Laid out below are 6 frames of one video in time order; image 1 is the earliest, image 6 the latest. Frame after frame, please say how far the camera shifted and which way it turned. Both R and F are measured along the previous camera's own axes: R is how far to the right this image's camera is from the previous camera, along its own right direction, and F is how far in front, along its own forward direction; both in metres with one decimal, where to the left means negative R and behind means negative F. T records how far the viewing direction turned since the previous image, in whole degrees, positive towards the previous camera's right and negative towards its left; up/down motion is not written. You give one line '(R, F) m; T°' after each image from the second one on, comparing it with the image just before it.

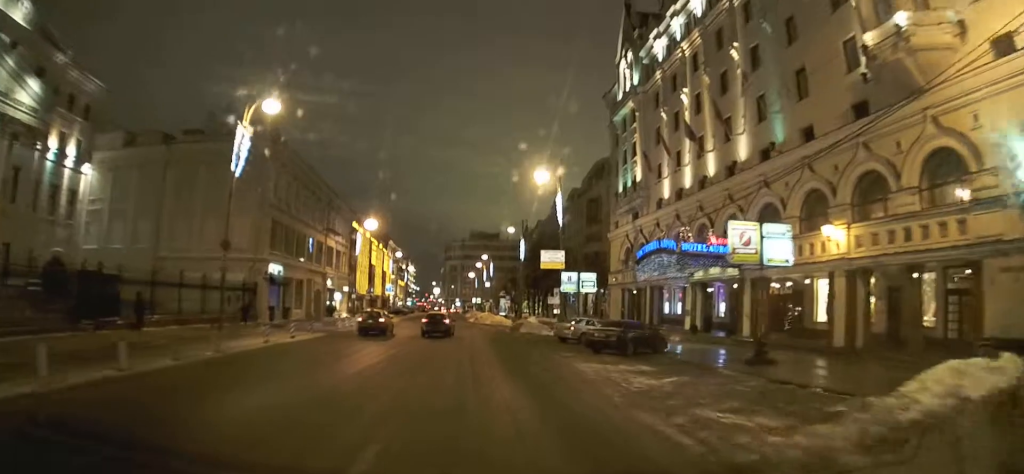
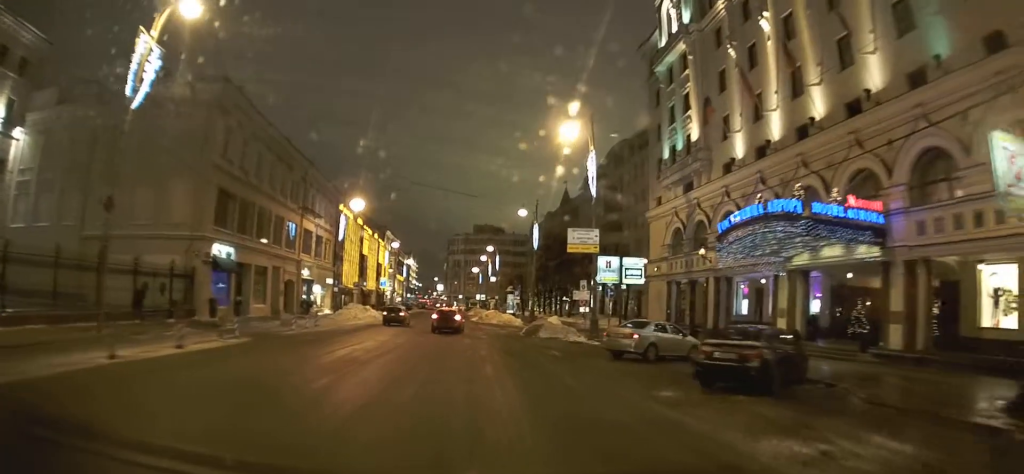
(0.0, +7.9) m; +1°
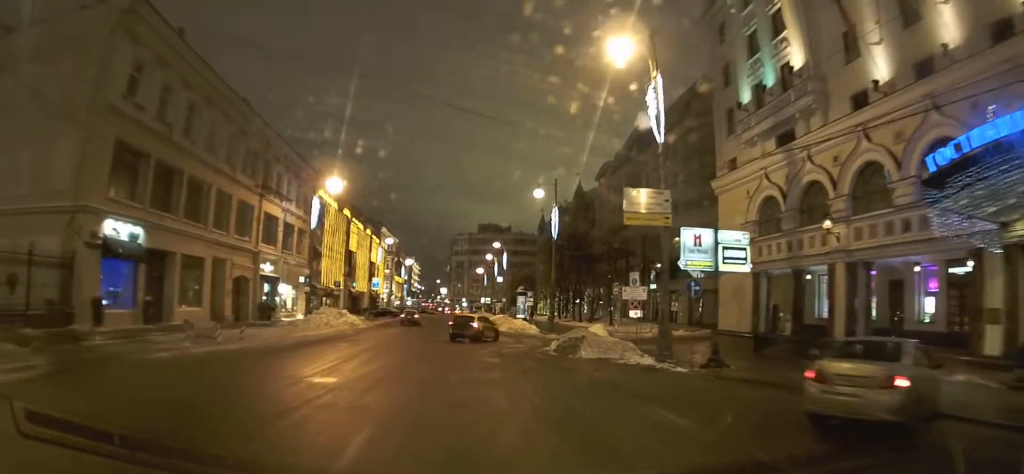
(0.0, +8.7) m; 0°
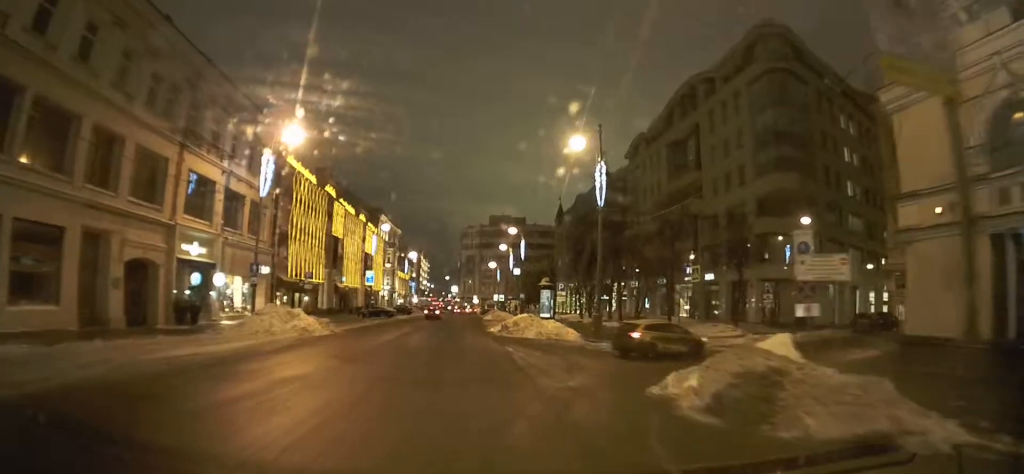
(-0.1, +8.9) m; -1°
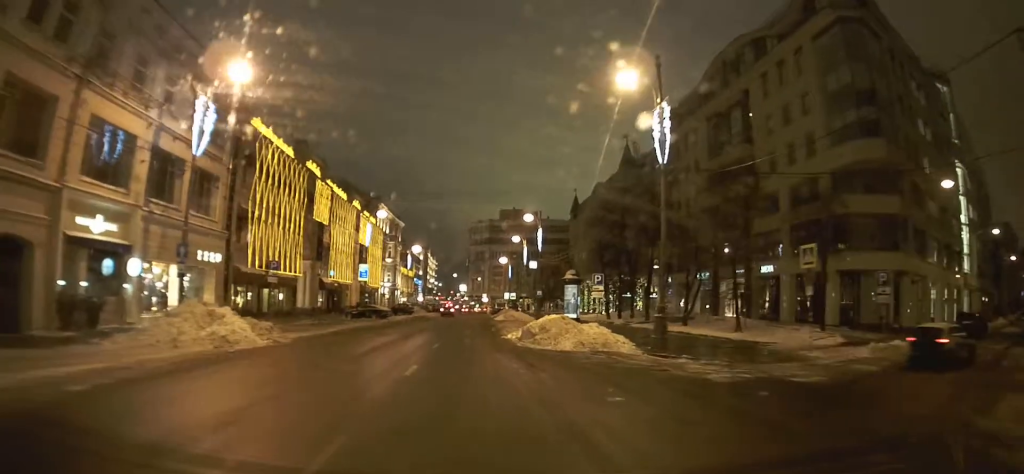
(+0.3, +5.7) m; +4°
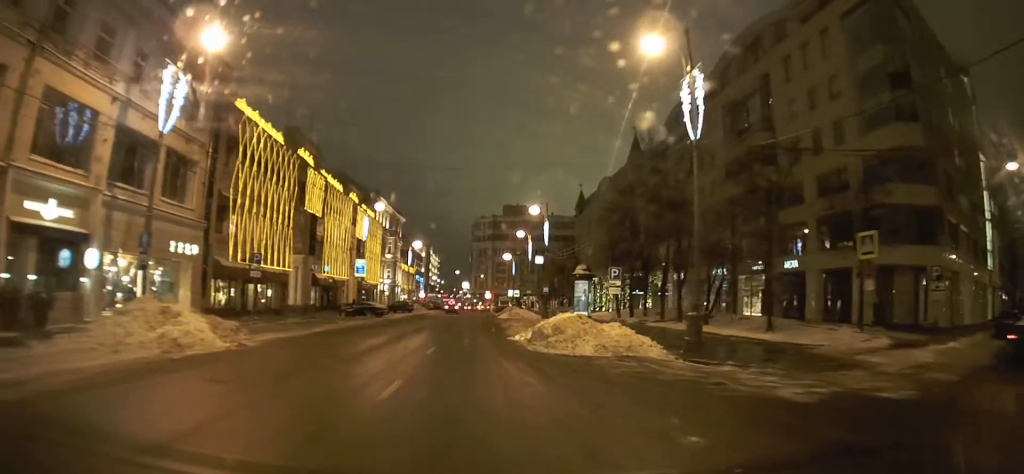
(0.0, +2.0) m; +1°
